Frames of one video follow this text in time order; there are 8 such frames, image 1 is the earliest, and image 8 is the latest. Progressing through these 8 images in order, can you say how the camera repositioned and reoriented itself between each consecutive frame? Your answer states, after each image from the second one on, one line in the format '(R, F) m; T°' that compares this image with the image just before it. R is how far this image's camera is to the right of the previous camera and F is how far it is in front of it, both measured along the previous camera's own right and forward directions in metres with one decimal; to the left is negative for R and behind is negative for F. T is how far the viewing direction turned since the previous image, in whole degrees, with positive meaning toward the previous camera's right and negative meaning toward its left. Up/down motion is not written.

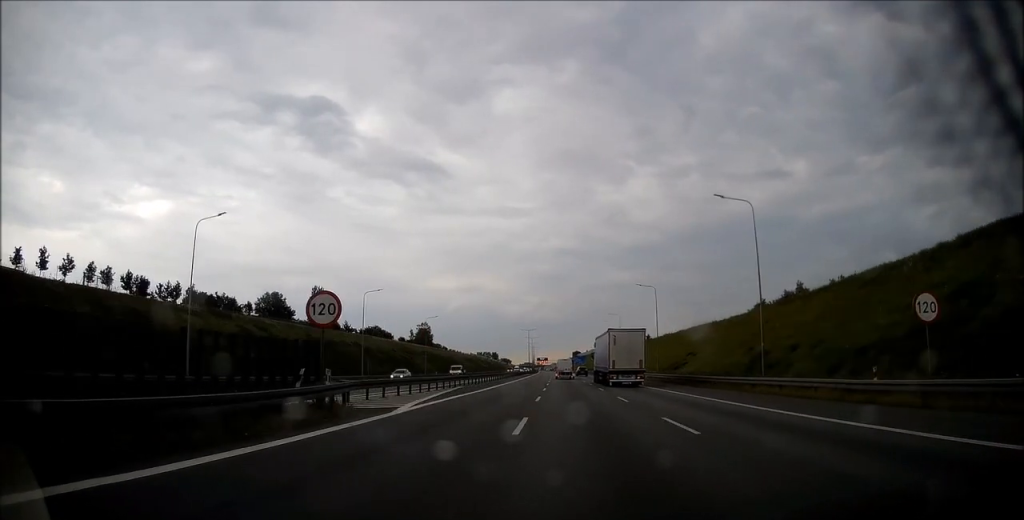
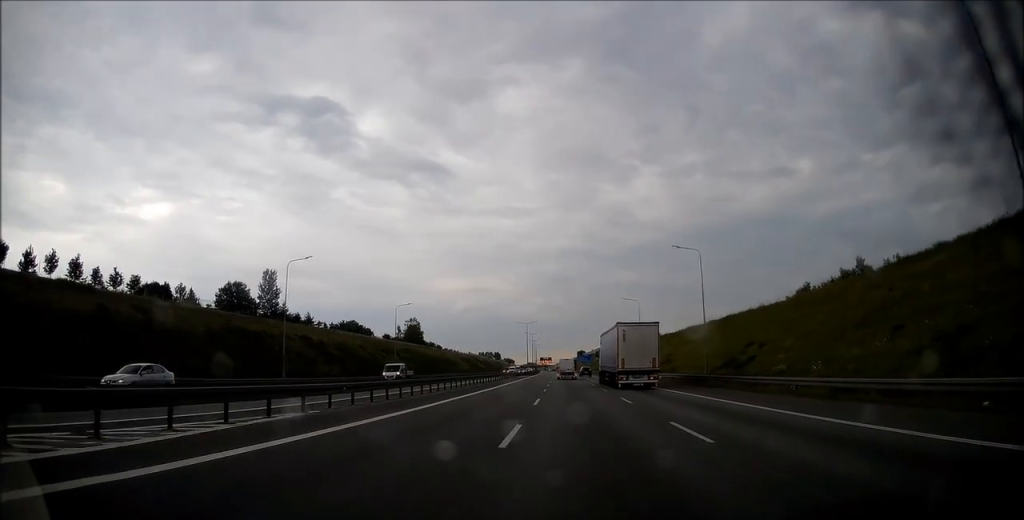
(-0.4, +26.0) m; 0°
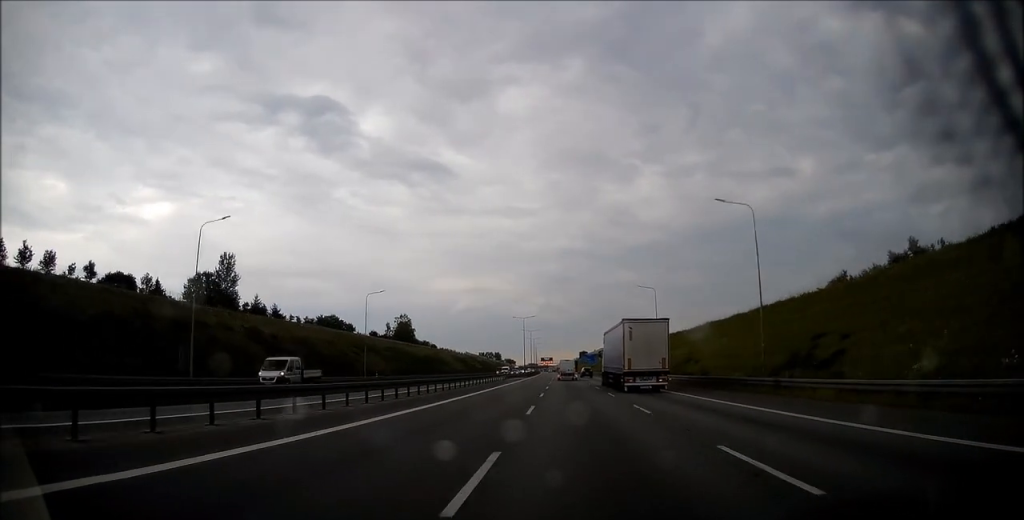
(+0.2, +16.5) m; 0°
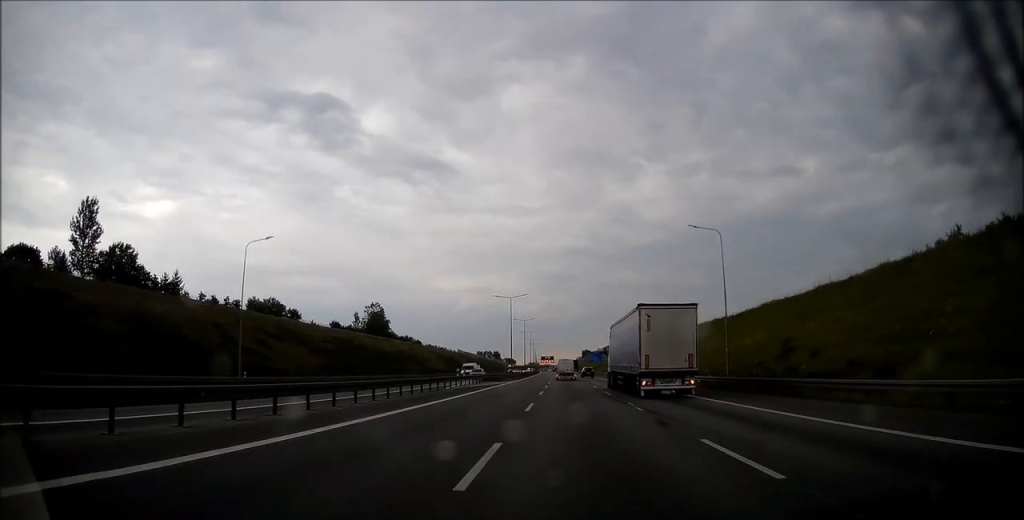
(-0.1, +35.1) m; -1°
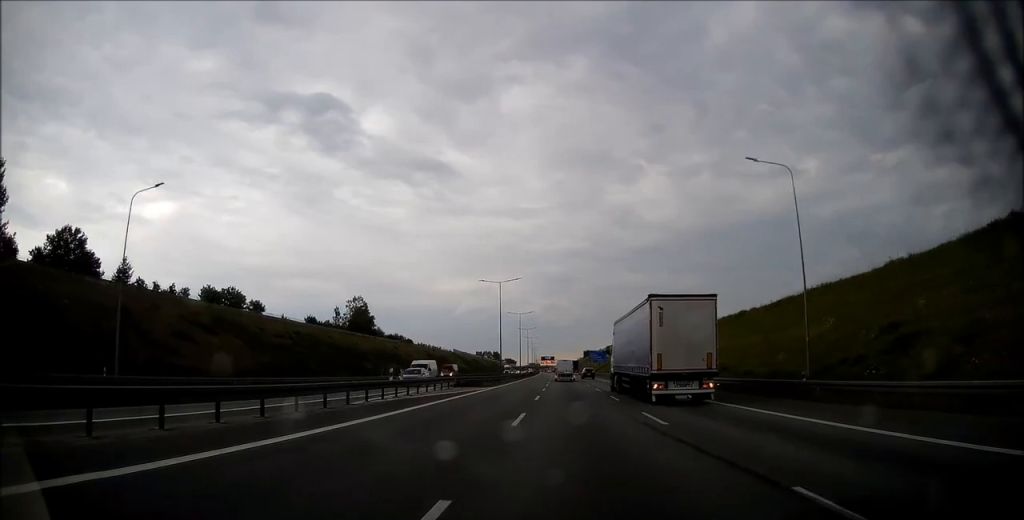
(-0.1, +16.6) m; -1°
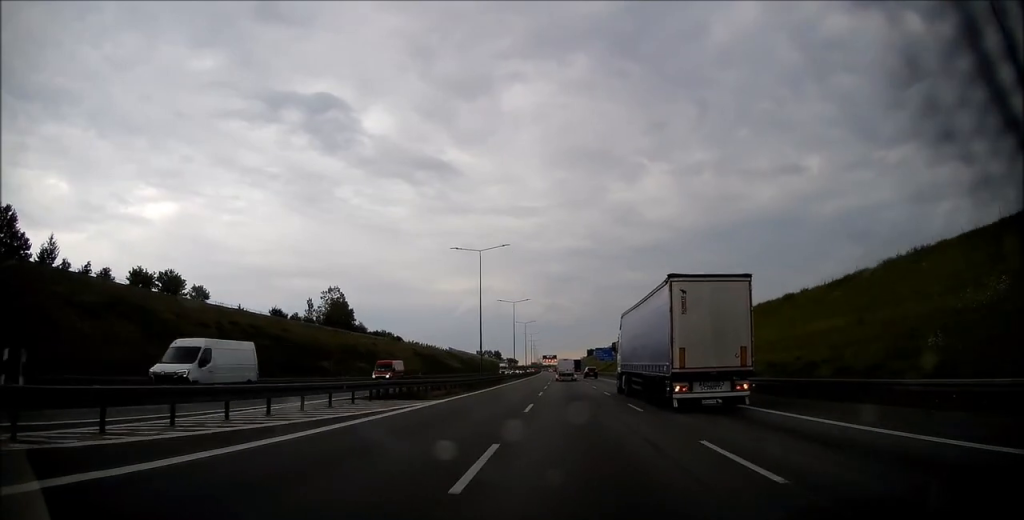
(-0.3, +19.7) m; 0°
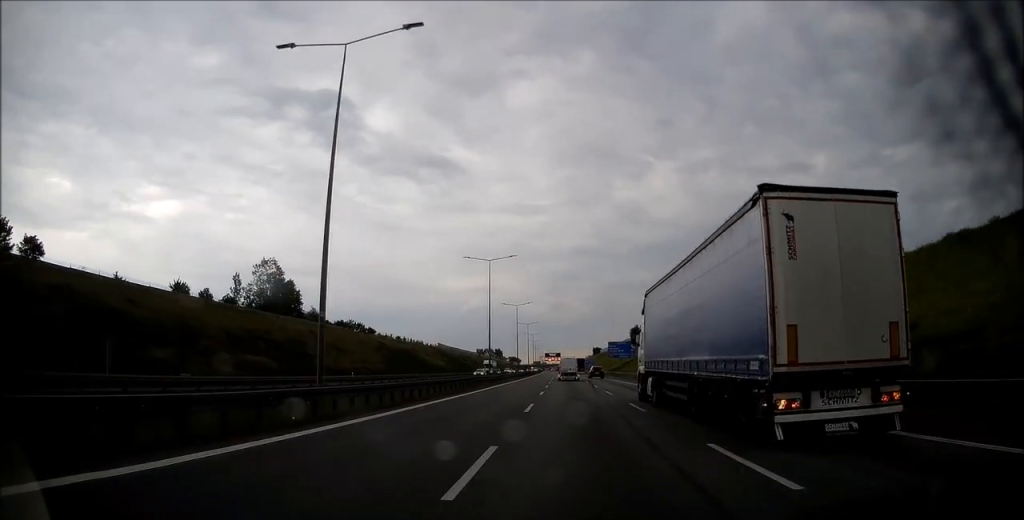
(+0.4, +36.4) m; 0°
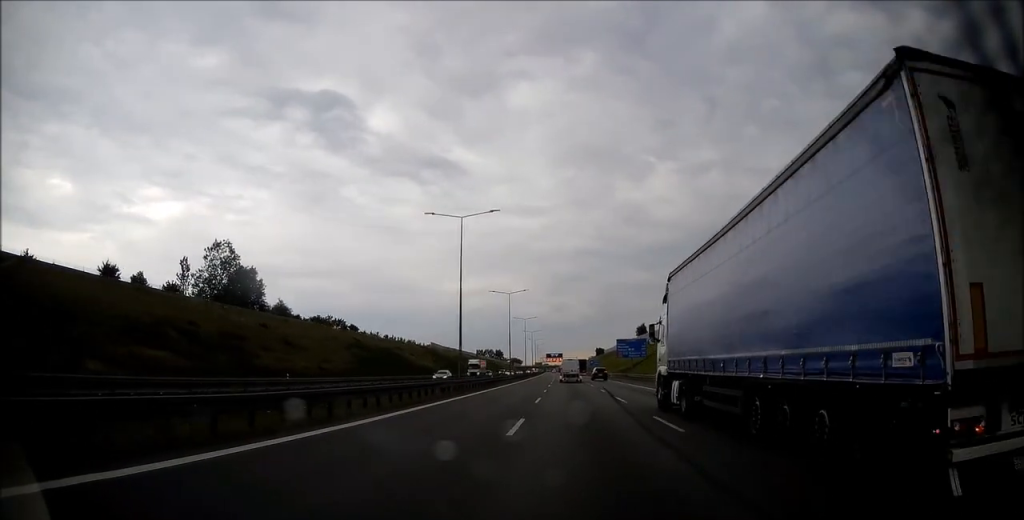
(-0.2, +17.8) m; 0°
